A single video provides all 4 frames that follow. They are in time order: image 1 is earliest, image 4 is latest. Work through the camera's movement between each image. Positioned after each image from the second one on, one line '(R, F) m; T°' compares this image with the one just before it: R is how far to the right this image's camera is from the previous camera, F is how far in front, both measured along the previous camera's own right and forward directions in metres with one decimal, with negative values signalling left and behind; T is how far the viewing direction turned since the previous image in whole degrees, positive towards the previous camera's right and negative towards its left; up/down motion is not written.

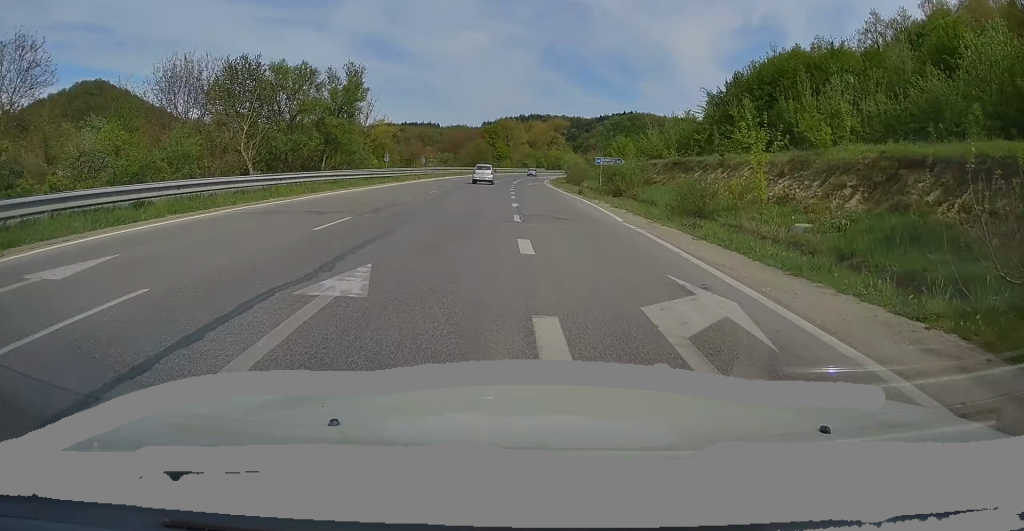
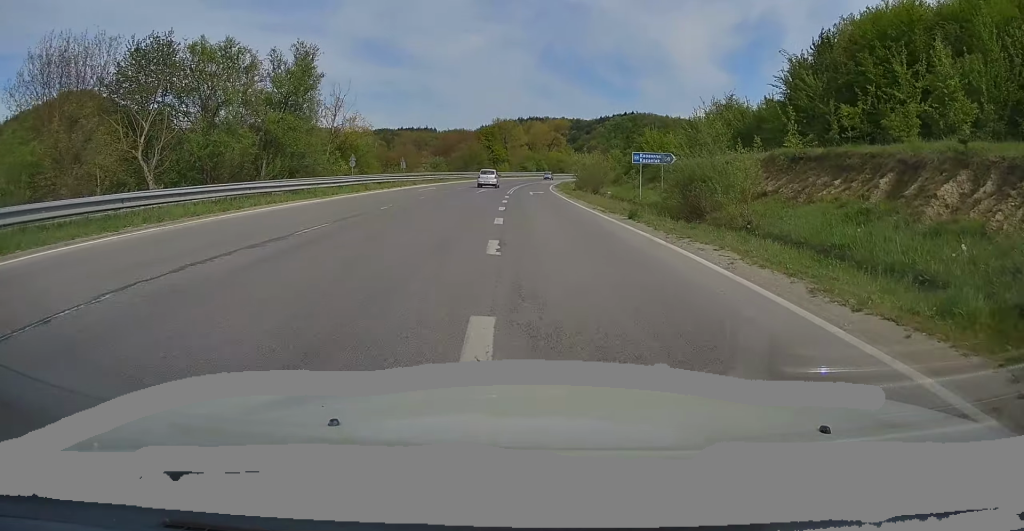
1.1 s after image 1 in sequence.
(+0.3, +17.8) m; +1°
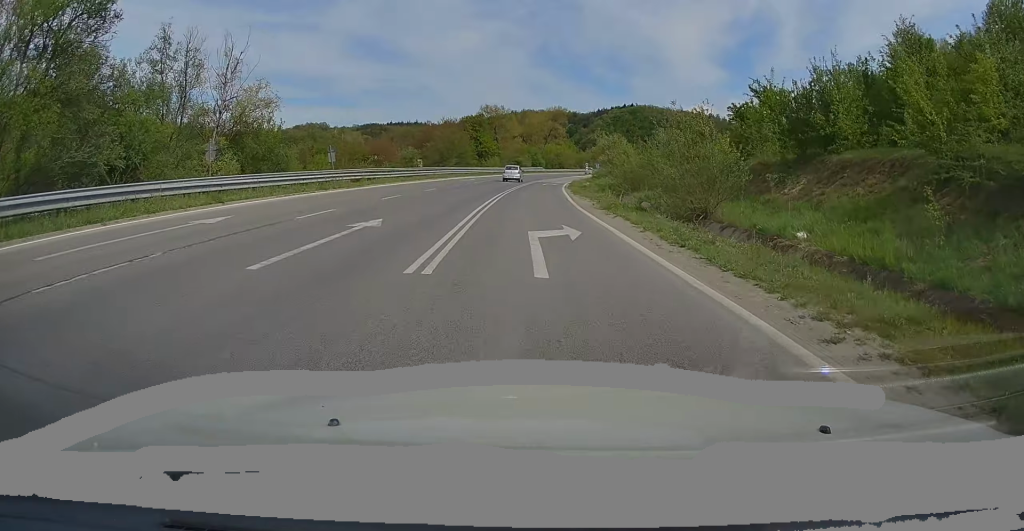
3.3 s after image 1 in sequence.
(-0.5, +33.2) m; -1°
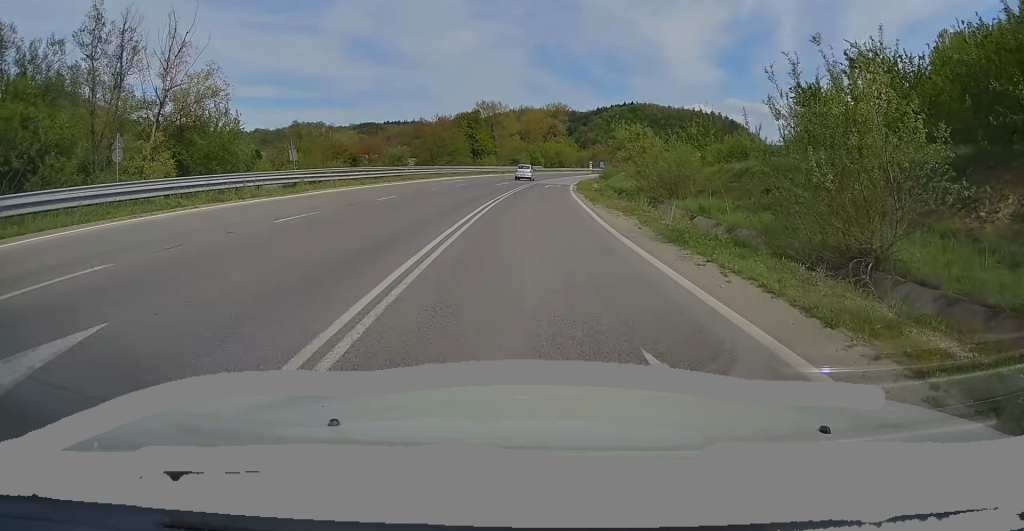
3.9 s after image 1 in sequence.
(+0.2, +10.3) m; 0°
